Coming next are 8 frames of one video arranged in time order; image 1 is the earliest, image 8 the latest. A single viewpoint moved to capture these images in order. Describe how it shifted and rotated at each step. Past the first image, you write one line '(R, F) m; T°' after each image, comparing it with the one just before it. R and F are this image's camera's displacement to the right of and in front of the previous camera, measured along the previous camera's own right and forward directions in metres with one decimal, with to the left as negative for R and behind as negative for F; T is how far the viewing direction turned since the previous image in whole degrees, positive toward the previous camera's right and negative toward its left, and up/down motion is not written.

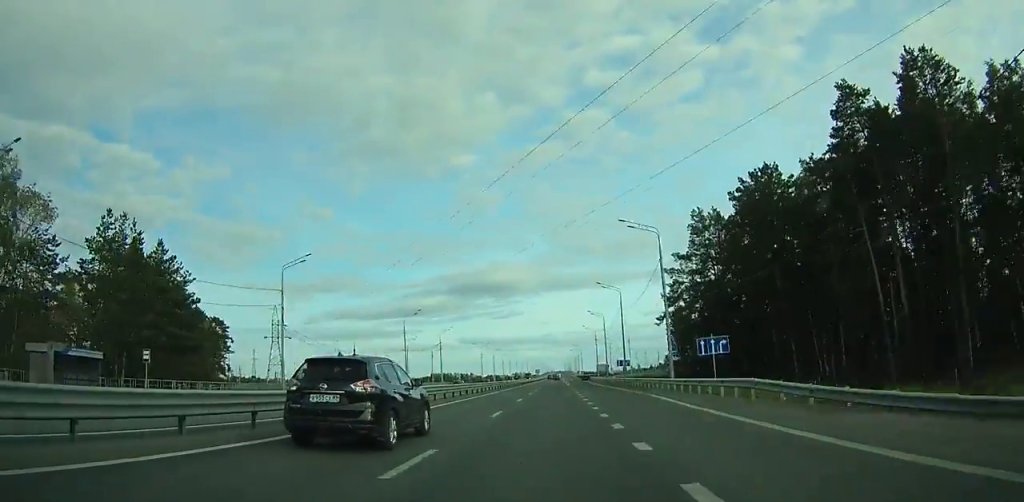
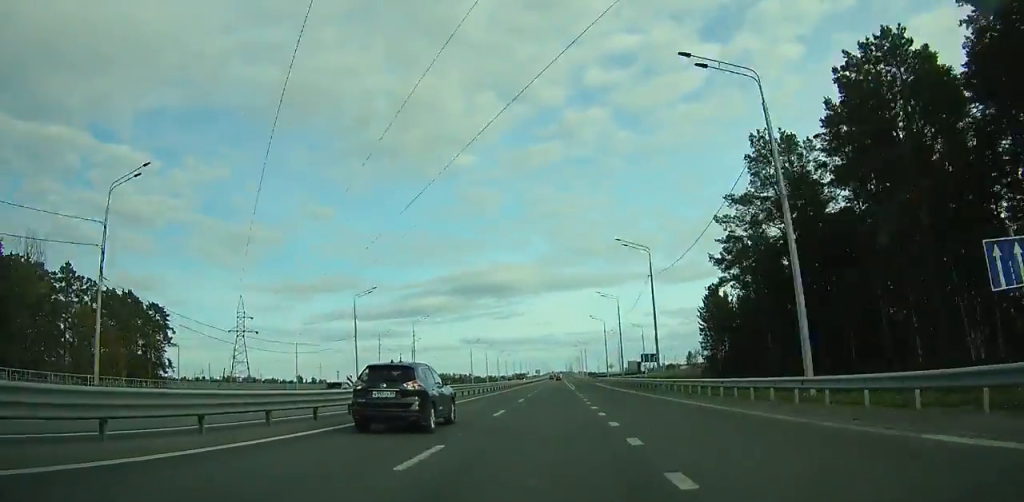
(0.0, +25.0) m; 0°
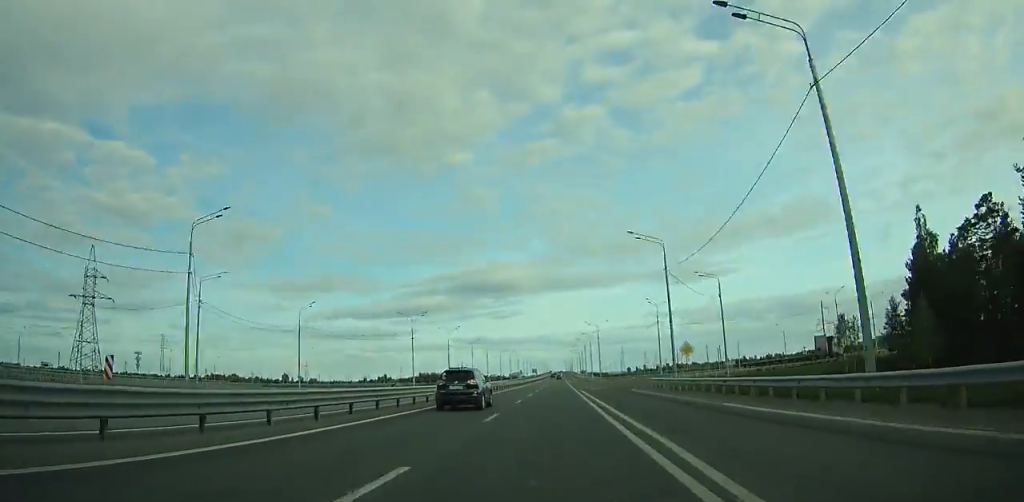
(-0.1, +63.6) m; 0°
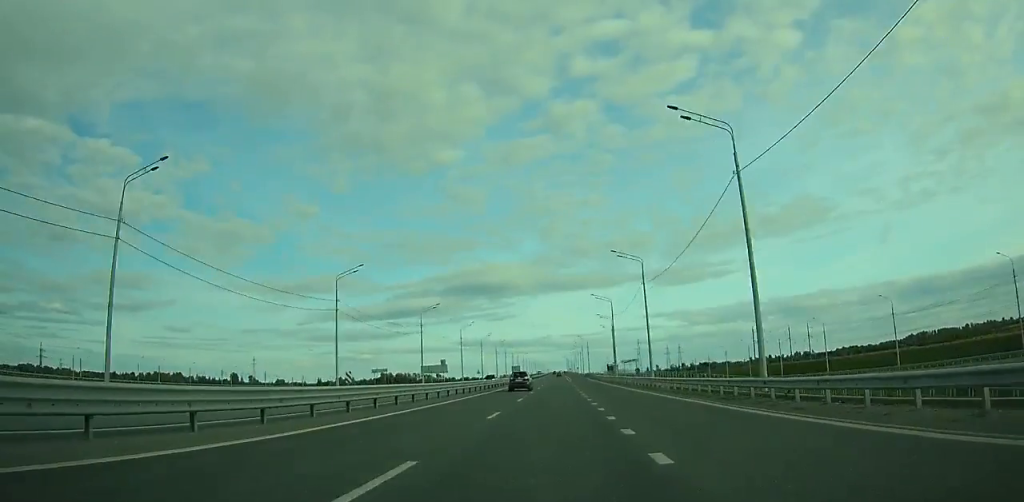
(+0.6, +186.3) m; 0°
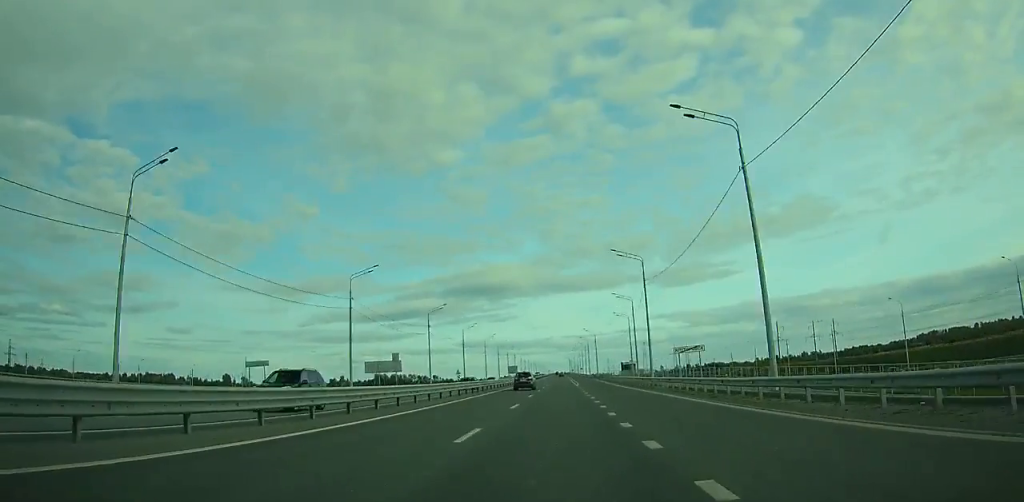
(0.0, +29.0) m; 0°
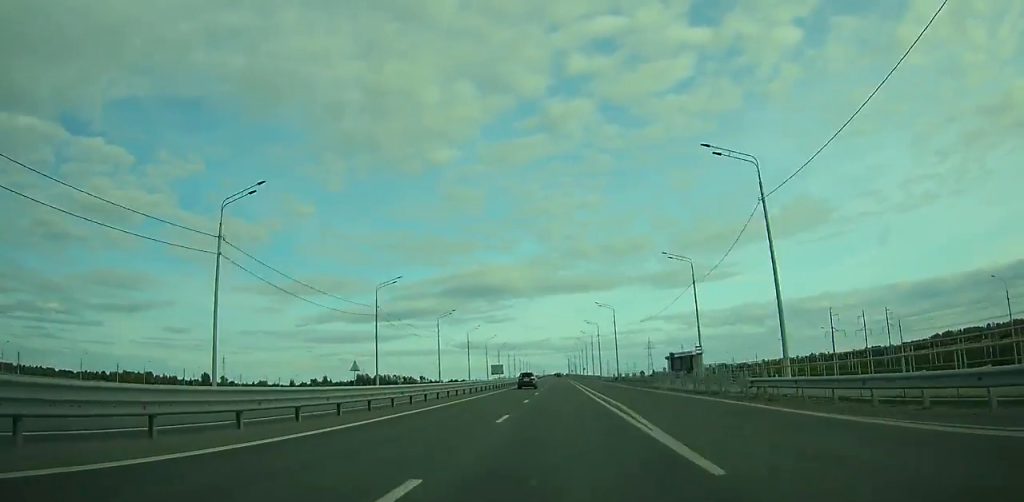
(-0.1, +57.0) m; 0°
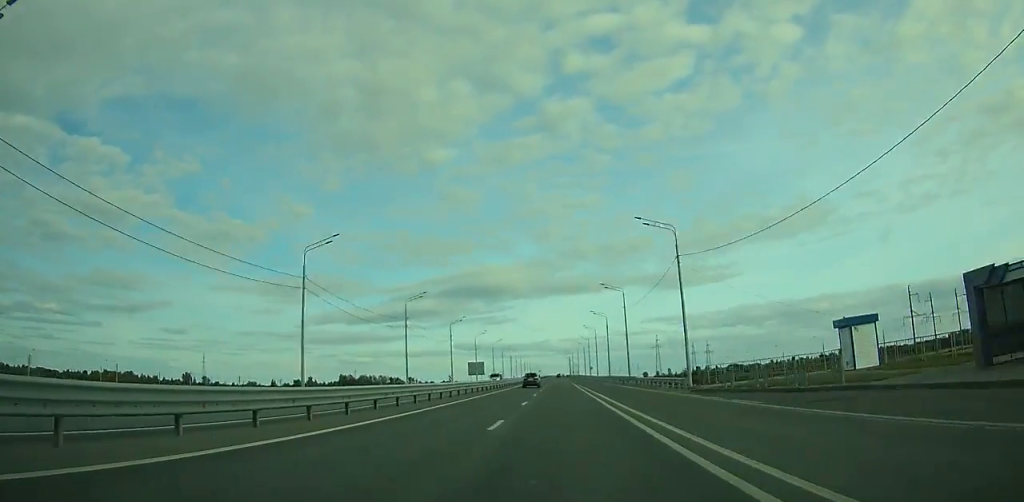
(+0.3, +51.1) m; 0°
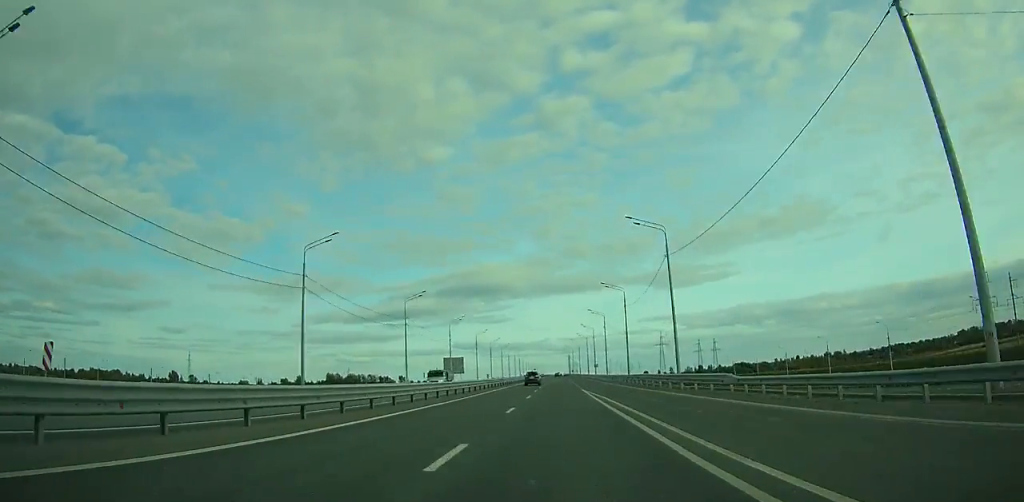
(+0.1, +30.9) m; 0°
